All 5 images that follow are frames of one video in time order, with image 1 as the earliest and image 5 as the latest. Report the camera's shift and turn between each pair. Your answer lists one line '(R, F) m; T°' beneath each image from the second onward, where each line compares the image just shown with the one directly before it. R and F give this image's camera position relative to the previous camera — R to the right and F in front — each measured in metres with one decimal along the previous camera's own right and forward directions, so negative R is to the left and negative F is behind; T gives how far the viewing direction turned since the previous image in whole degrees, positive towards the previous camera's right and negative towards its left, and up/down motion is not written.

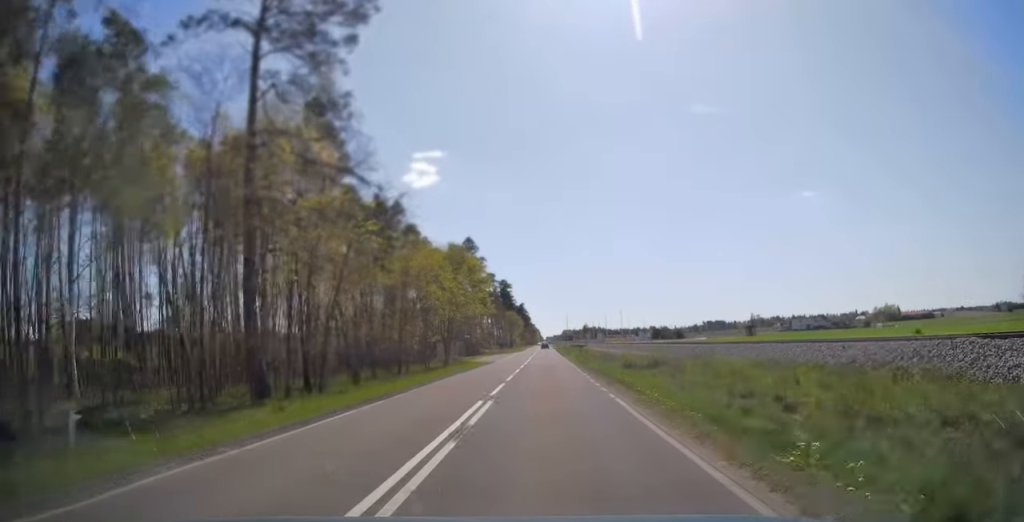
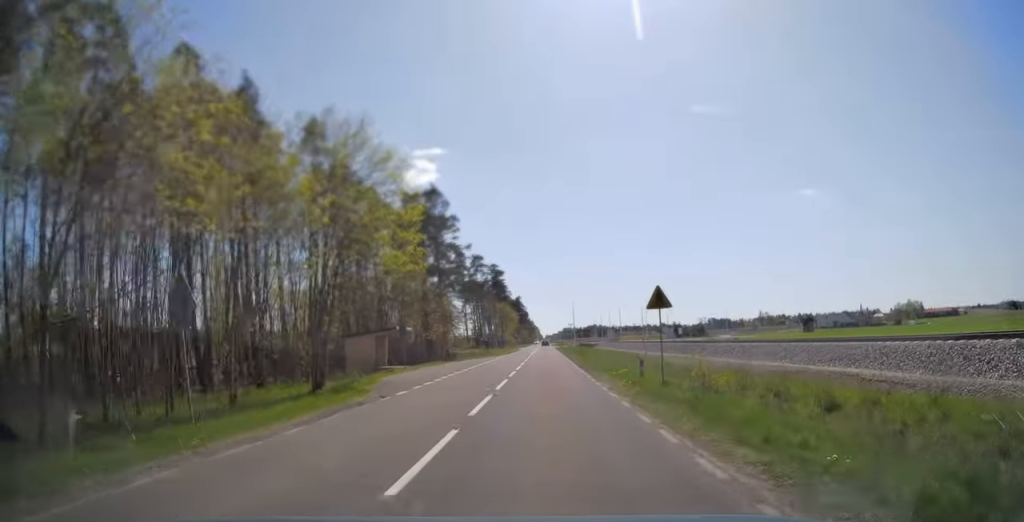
(0.0, +34.8) m; 0°
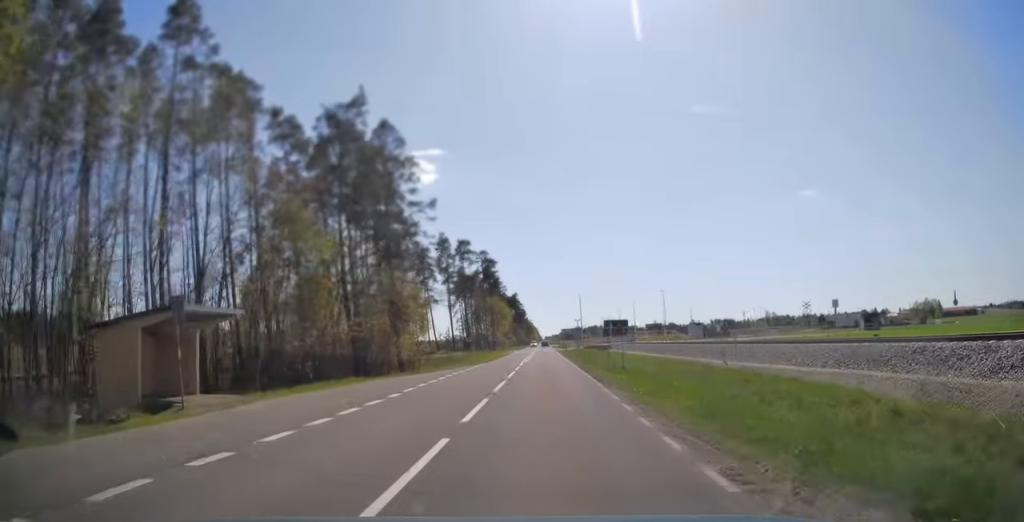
(-0.1, +24.8) m; 0°
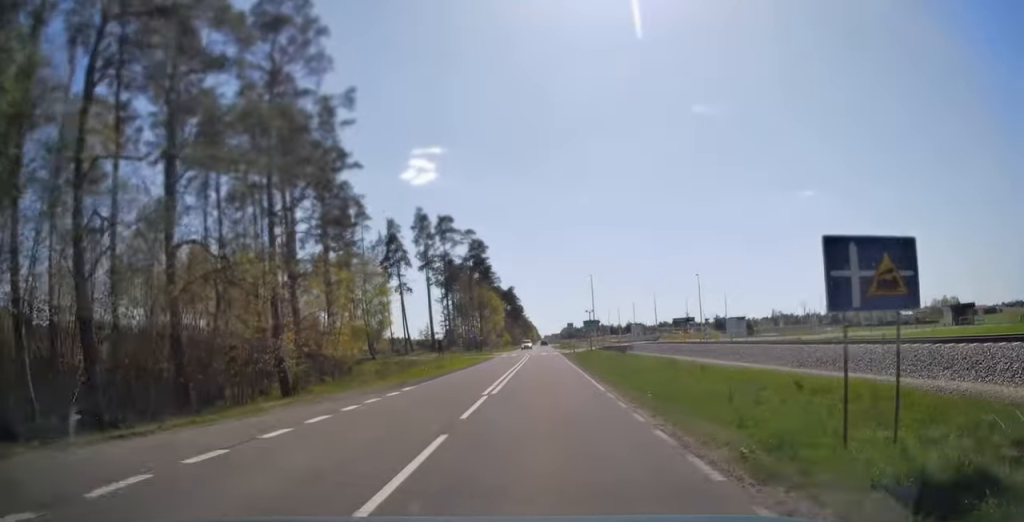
(+0.2, +23.8) m; 0°
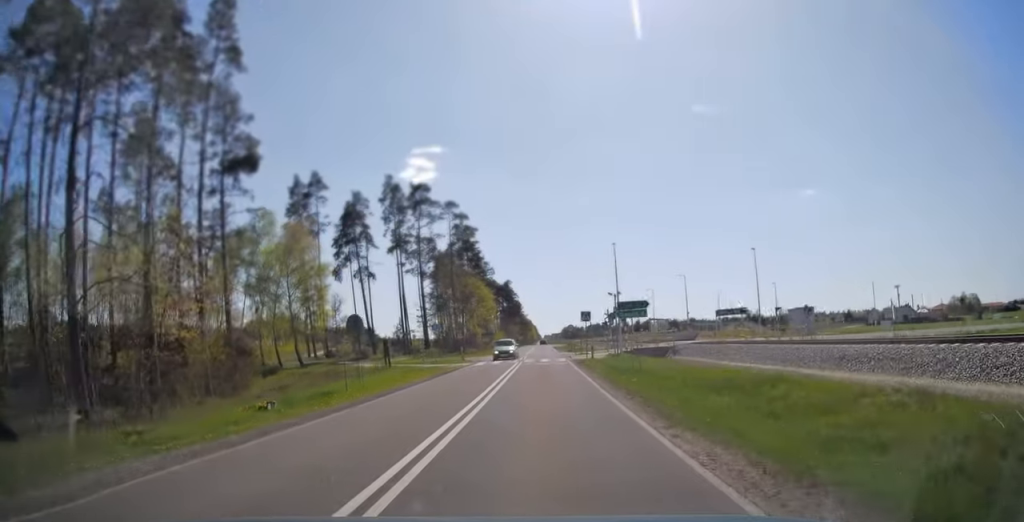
(-0.1, +21.9) m; 0°
